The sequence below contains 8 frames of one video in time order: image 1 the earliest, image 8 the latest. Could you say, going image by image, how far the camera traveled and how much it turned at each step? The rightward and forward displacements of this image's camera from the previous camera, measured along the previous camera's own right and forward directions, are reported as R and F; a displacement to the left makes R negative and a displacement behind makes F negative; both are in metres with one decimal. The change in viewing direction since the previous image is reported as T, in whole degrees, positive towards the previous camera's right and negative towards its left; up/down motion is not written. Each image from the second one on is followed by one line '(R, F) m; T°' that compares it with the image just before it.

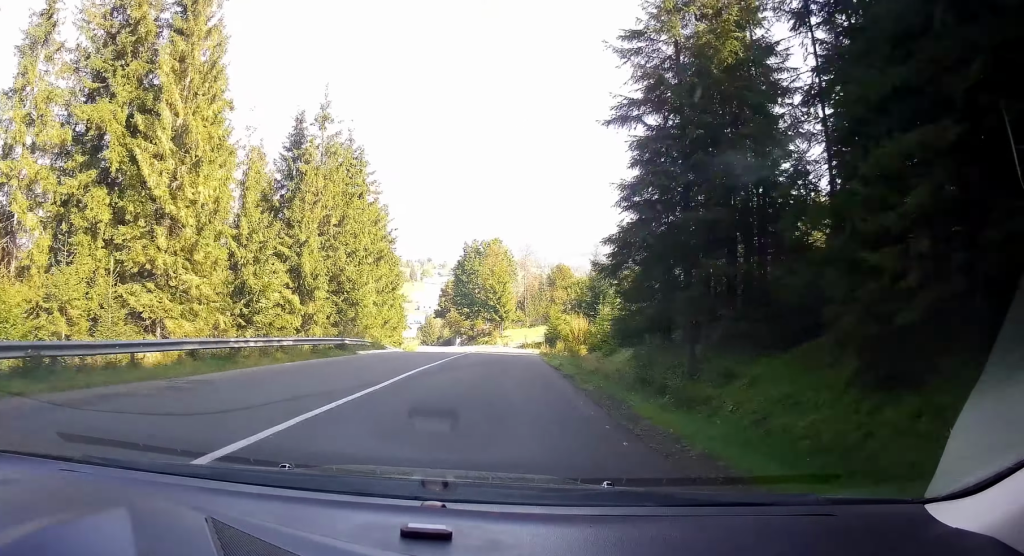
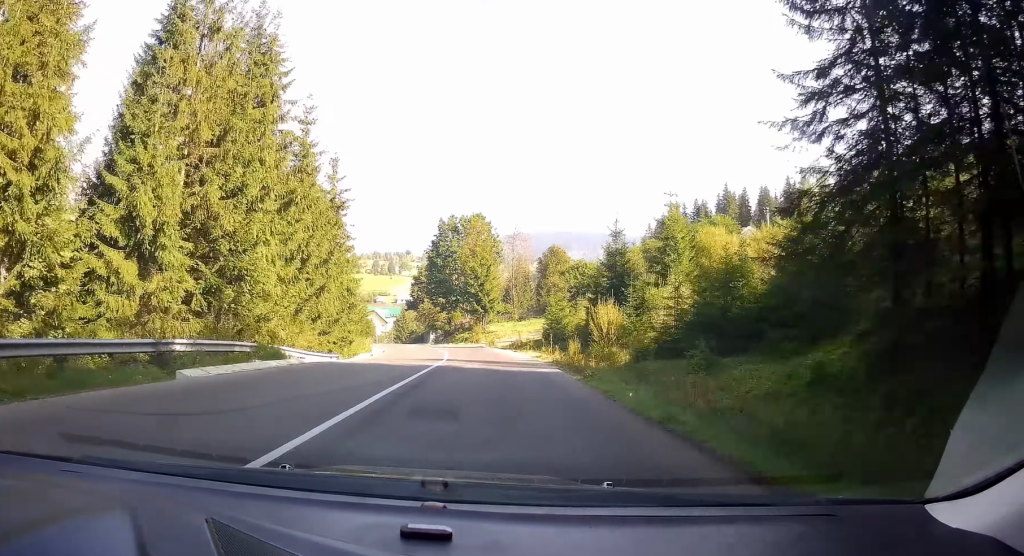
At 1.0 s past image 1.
(+0.7, +18.5) m; +3°
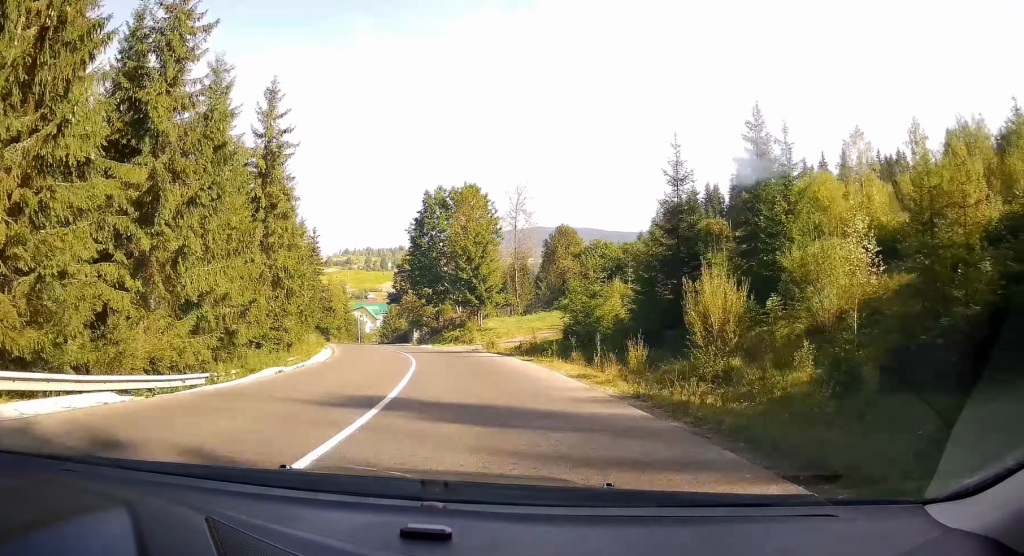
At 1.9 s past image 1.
(+0.1, +16.2) m; 0°
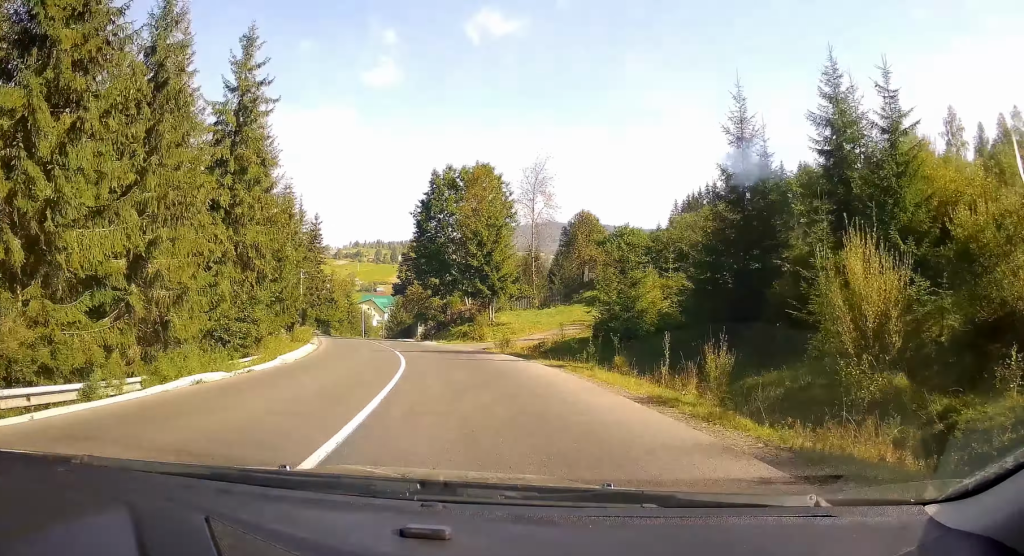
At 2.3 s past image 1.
(+0.1, +7.2) m; -1°
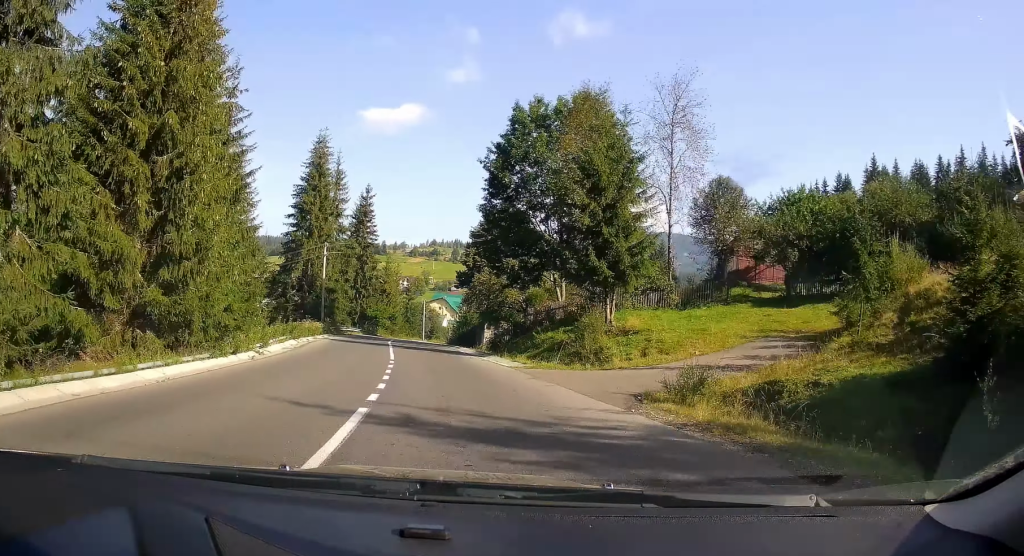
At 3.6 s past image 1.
(-0.8, +22.0) m; -5°
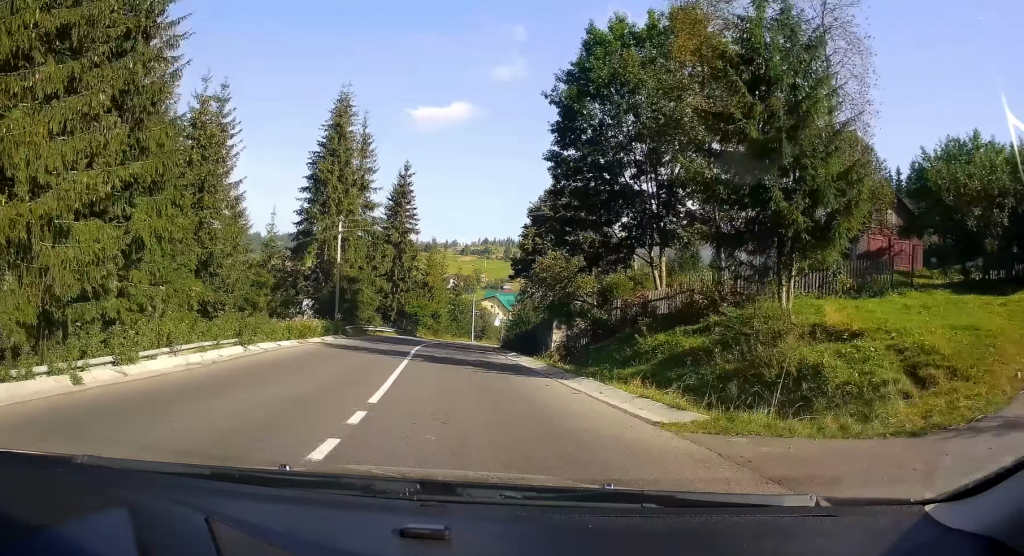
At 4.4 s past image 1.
(-0.3, +13.0) m; -5°
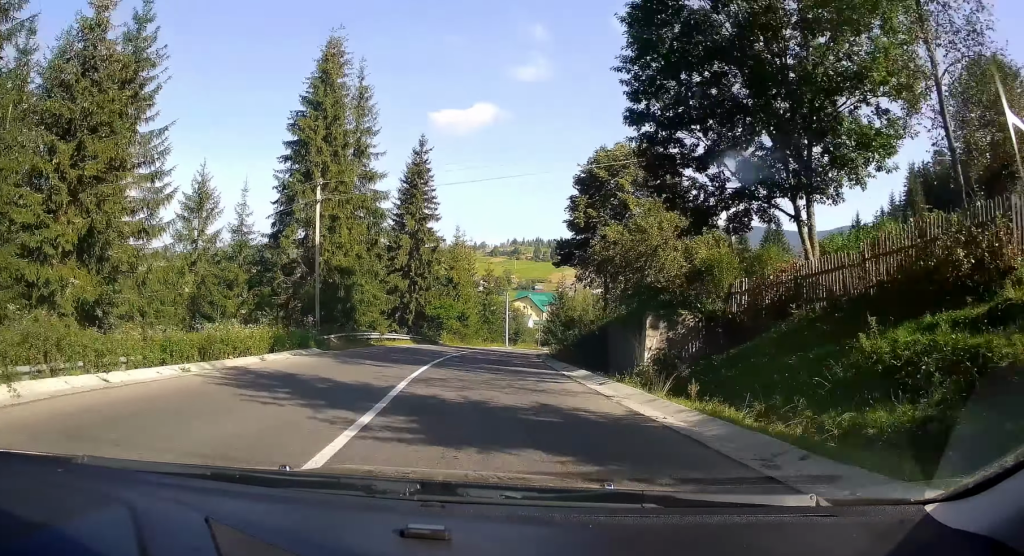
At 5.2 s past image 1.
(-0.8, +12.6) m; -5°
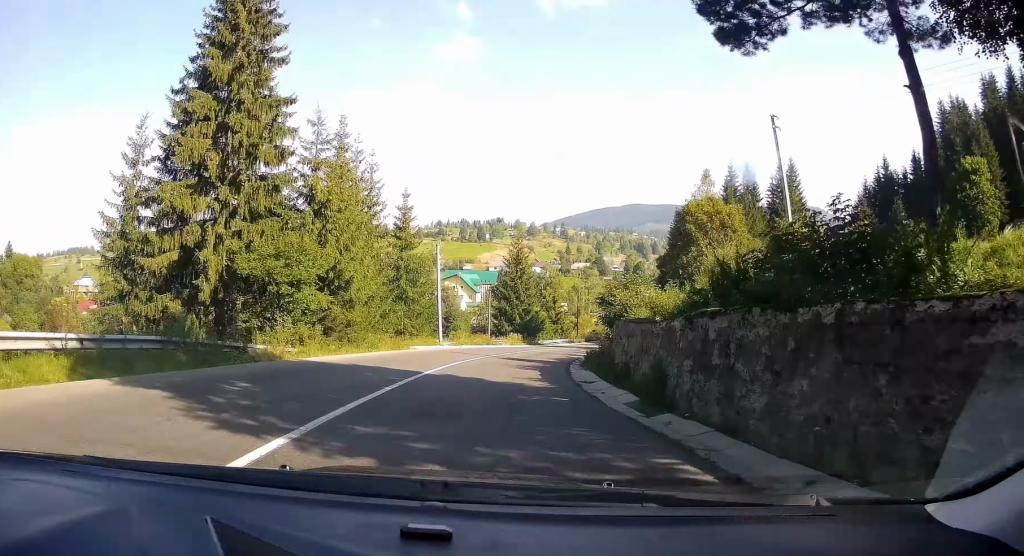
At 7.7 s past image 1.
(-2.1, +37.6) m; +2°
